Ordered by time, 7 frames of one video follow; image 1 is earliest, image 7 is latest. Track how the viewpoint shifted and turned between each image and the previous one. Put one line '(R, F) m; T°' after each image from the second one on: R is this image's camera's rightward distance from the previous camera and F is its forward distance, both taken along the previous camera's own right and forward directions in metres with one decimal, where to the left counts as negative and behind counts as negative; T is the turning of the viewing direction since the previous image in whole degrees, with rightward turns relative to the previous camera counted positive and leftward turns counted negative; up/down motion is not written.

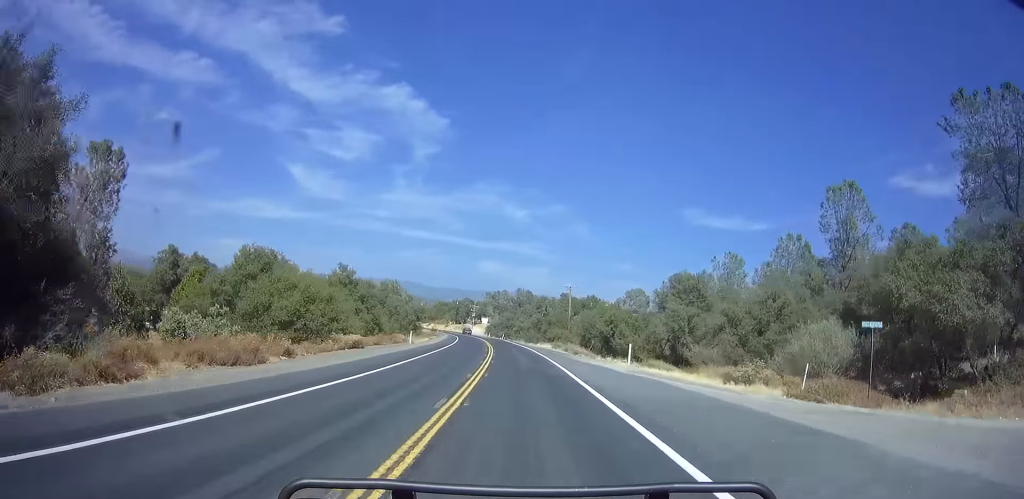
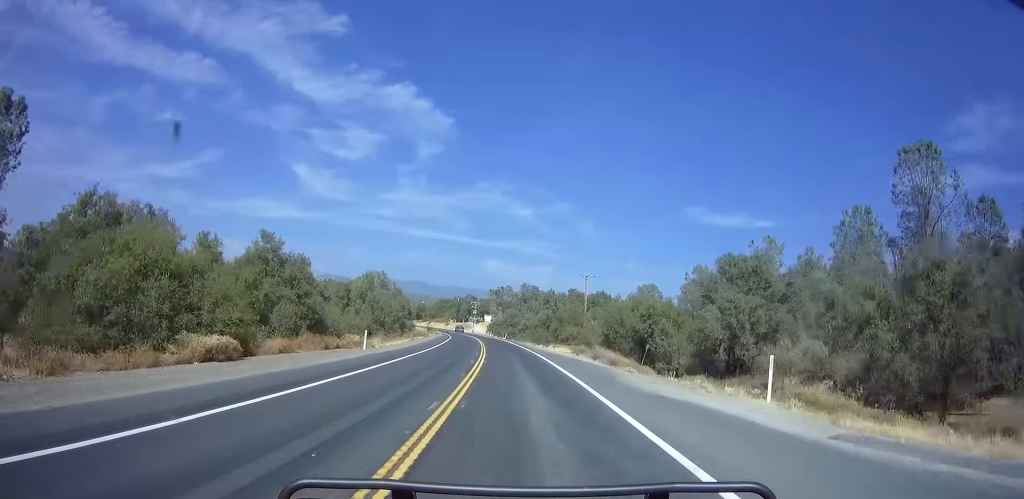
(+0.1, +15.5) m; -1°
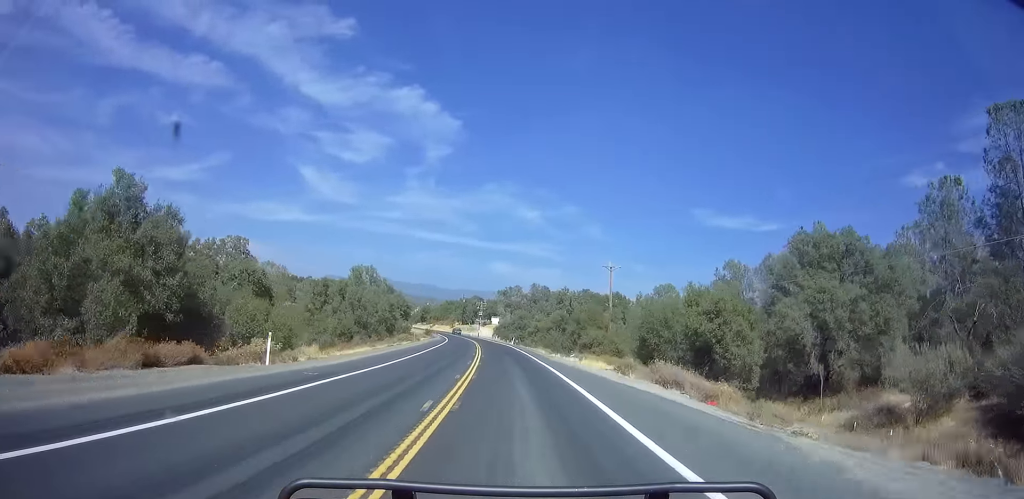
(-0.4, +14.1) m; 0°
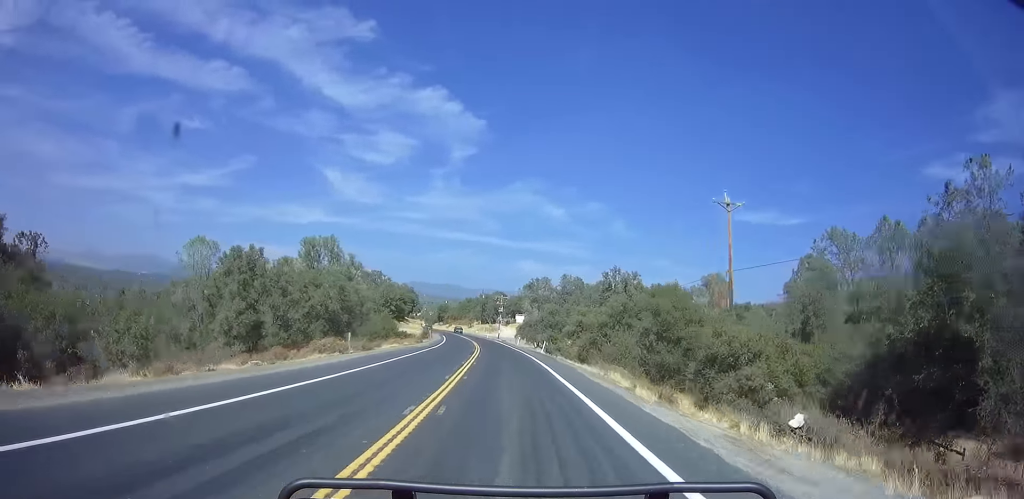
(0.0, +30.4) m; -3°
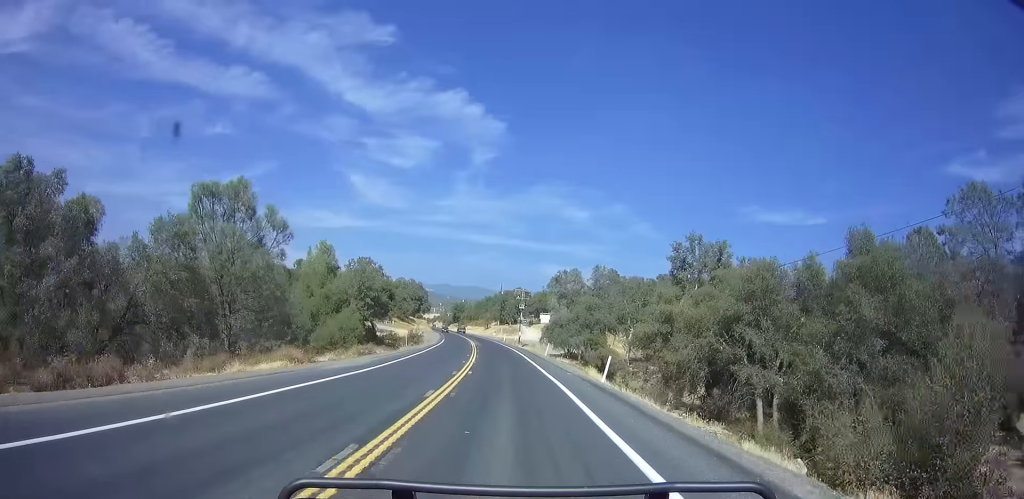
(-1.4, +25.6) m; -3°
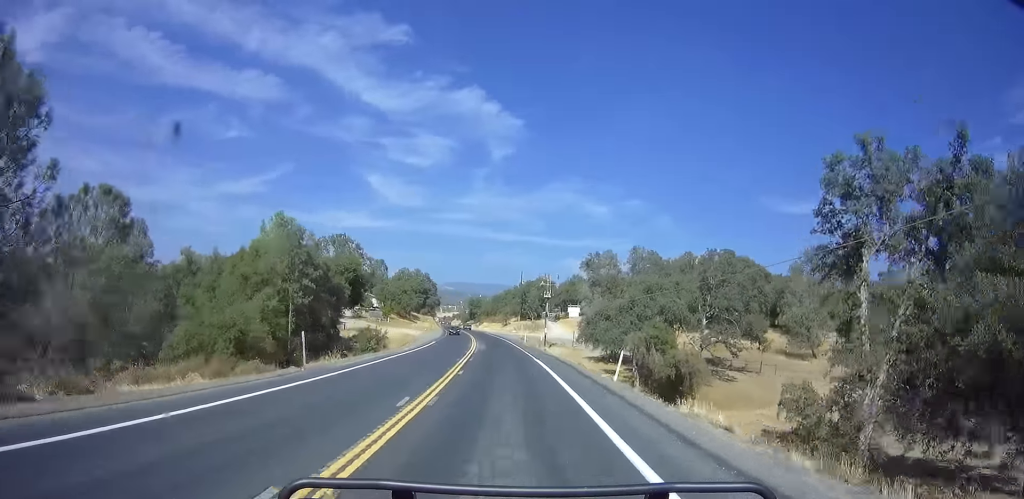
(0.0, +24.3) m; -2°
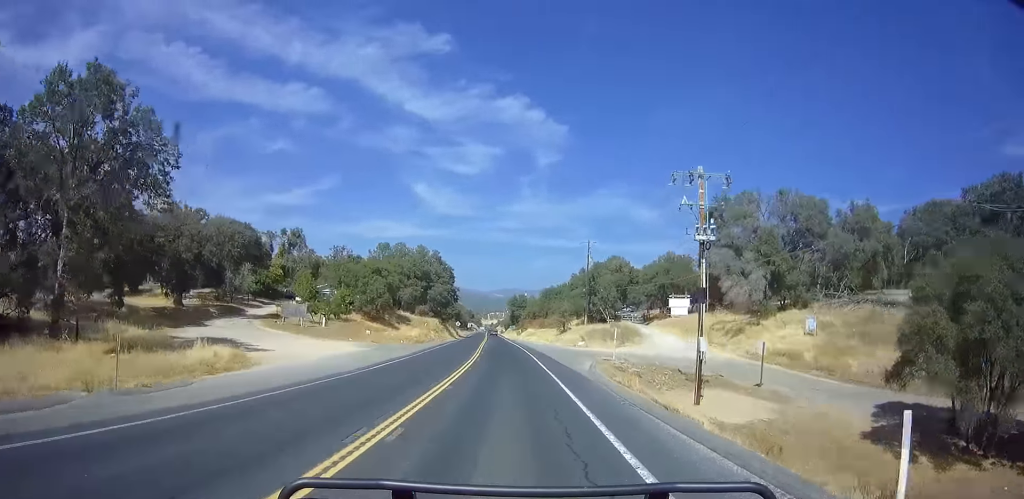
(-3.5, +55.0) m; -6°
